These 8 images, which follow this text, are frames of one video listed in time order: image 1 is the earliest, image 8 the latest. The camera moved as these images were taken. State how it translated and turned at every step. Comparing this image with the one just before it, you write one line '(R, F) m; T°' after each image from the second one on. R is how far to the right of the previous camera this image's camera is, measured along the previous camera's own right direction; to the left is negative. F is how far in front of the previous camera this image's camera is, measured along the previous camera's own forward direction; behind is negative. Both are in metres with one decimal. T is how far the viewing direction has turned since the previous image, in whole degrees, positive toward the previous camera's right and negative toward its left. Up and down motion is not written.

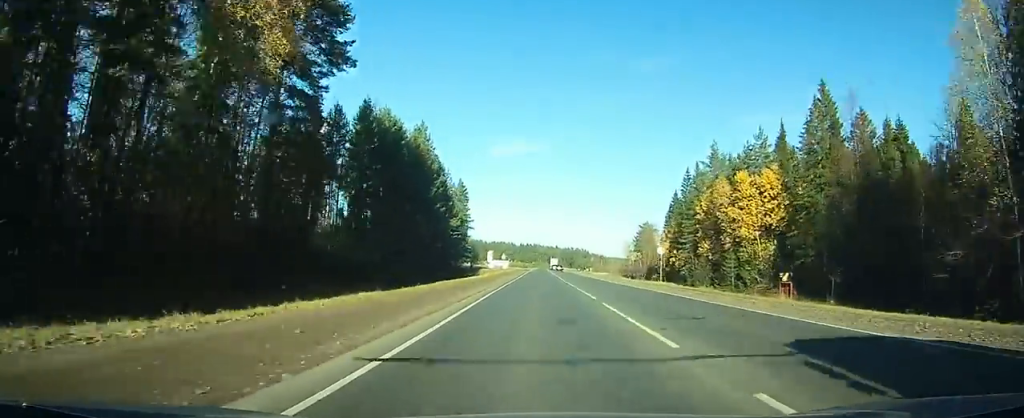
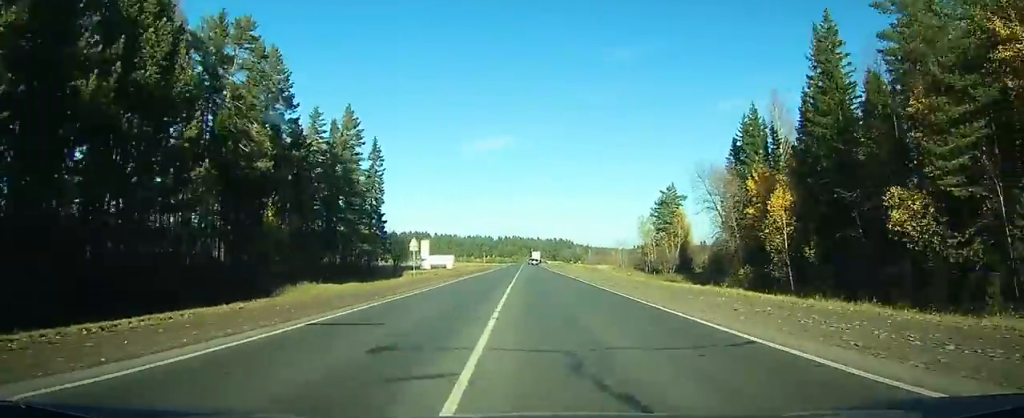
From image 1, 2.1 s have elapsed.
(+0.6, +62.1) m; +1°
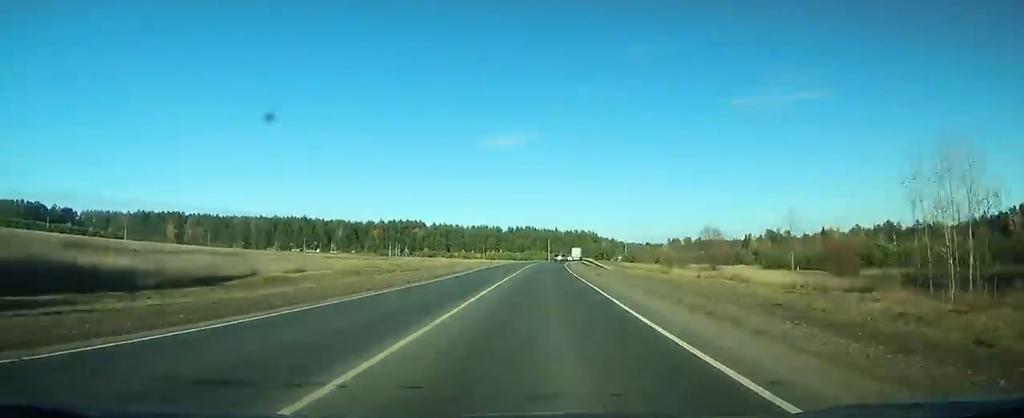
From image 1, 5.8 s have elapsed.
(0.0, +113.7) m; -1°
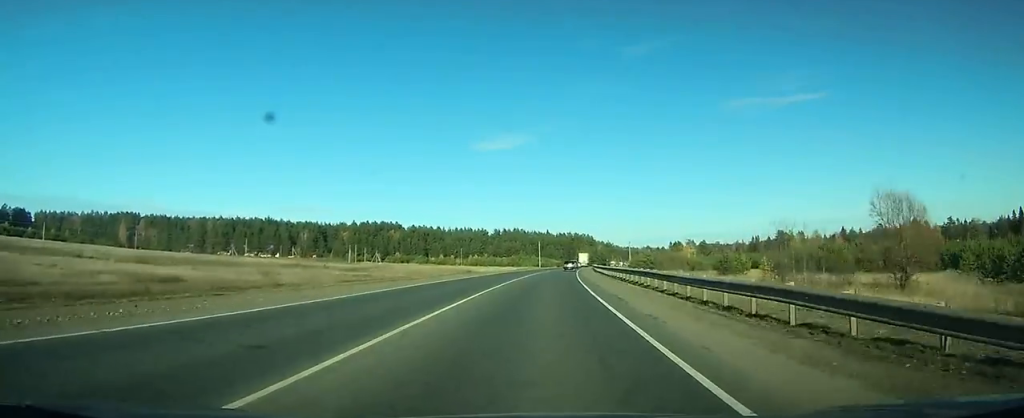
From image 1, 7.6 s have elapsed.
(-0.2, +53.8) m; 0°
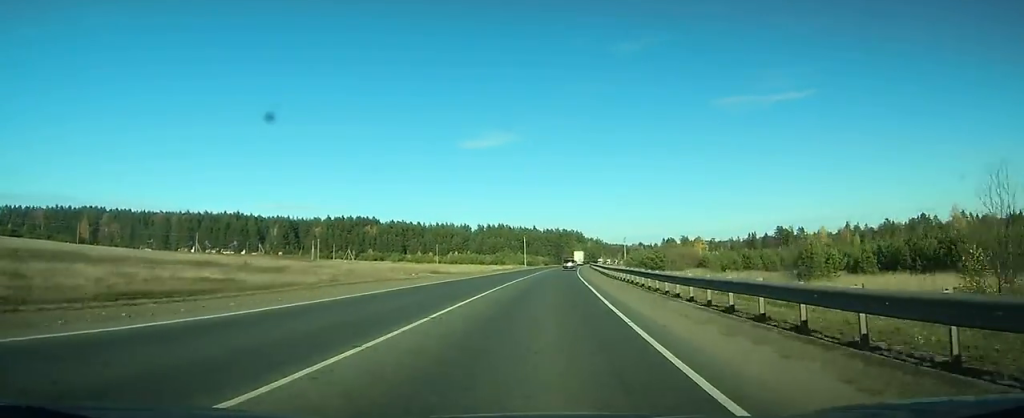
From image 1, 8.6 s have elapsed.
(+0.1, +29.3) m; +1°
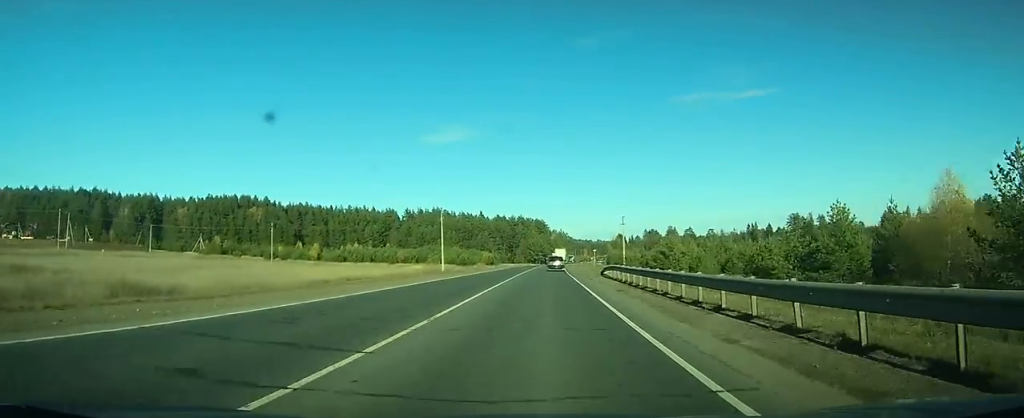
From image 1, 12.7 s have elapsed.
(+4.0, +117.9) m; +4°
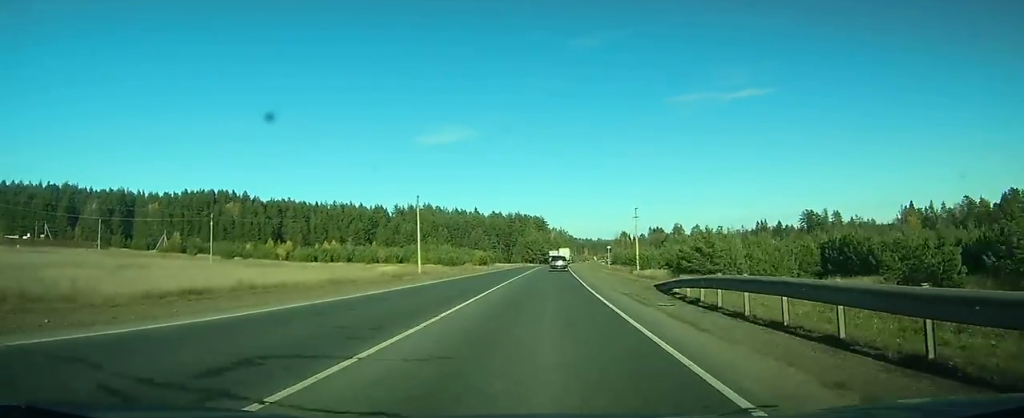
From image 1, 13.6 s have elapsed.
(+0.2, +24.1) m; +1°
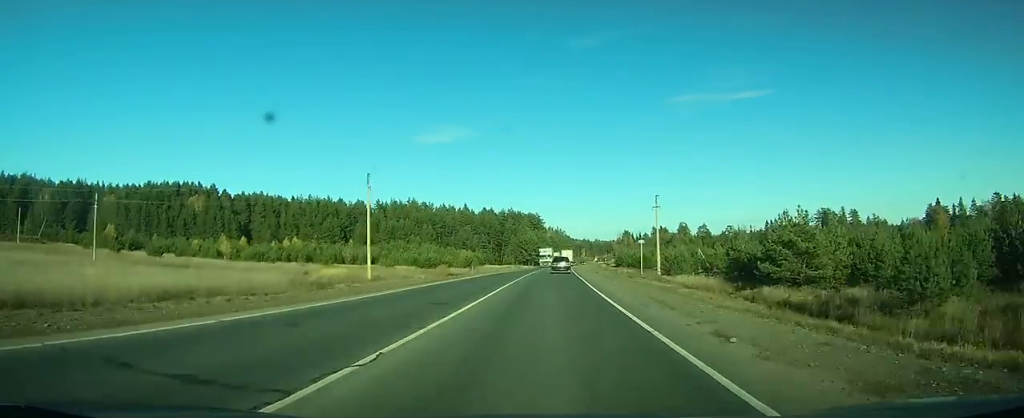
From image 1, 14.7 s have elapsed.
(+0.2, +29.2) m; +1°
